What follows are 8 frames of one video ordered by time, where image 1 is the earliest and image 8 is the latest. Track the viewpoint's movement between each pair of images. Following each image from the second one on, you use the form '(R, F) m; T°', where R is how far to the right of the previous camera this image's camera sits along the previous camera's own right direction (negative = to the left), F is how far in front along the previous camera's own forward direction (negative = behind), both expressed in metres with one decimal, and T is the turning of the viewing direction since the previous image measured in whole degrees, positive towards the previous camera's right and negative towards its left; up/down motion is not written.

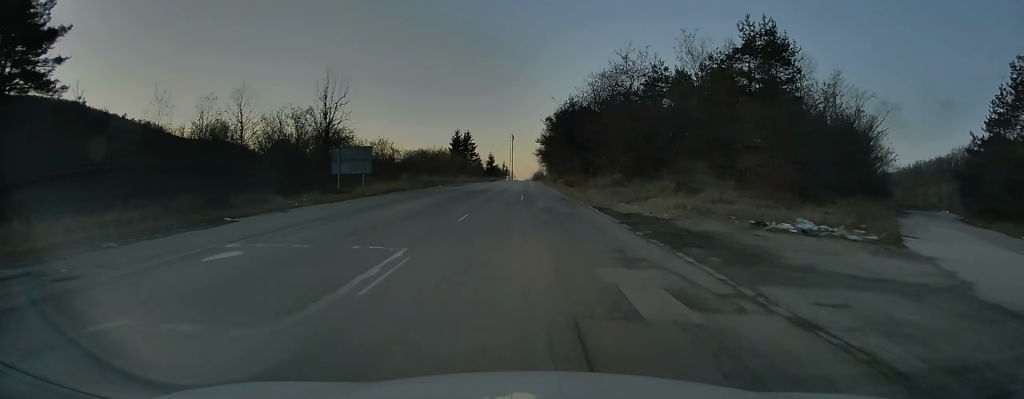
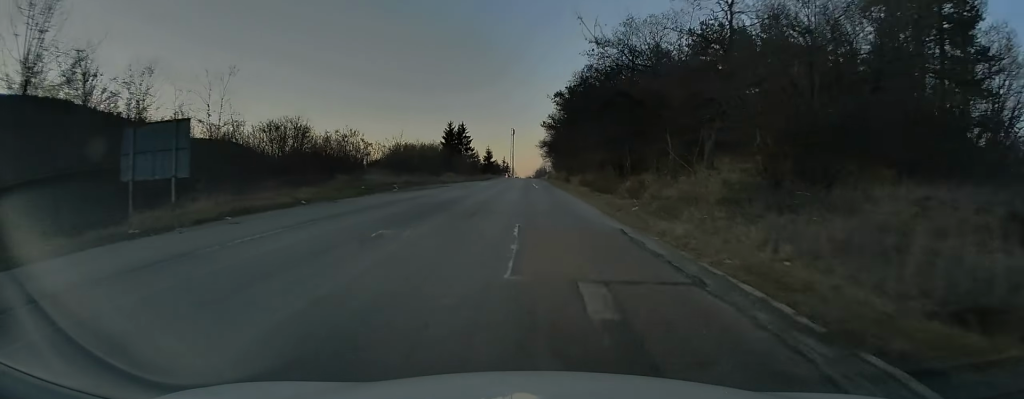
(-0.1, +21.6) m; +1°
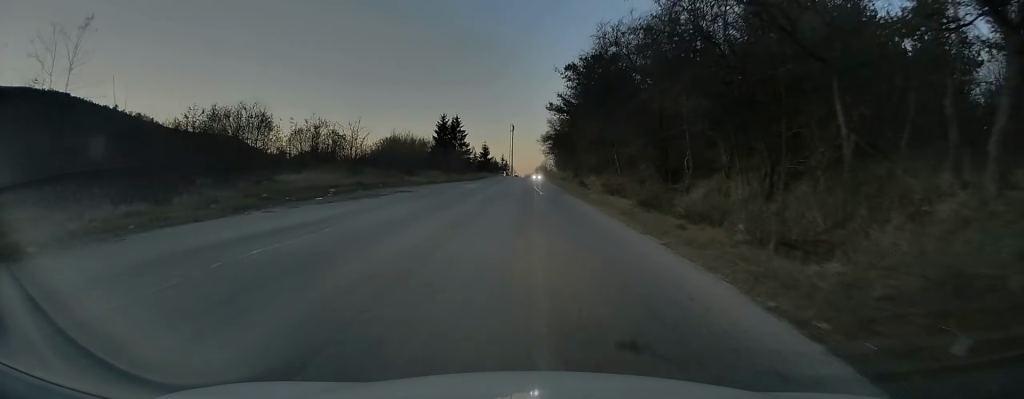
(+0.2, +14.8) m; 0°
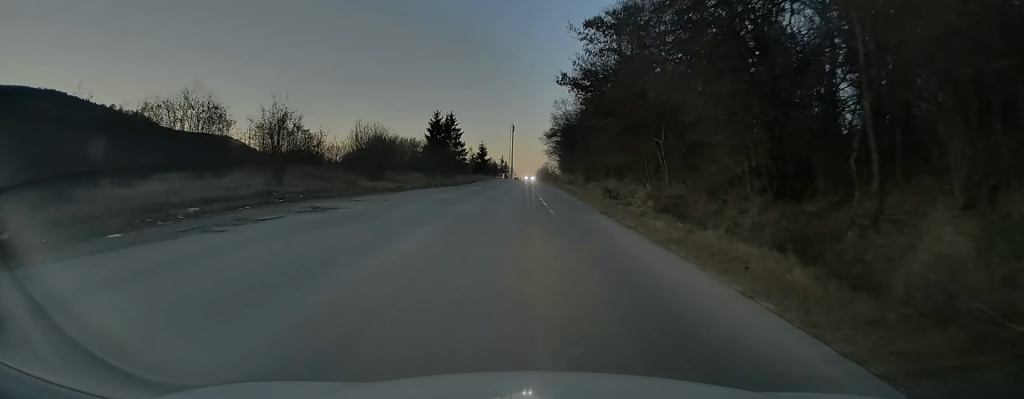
(-0.1, +13.7) m; -1°
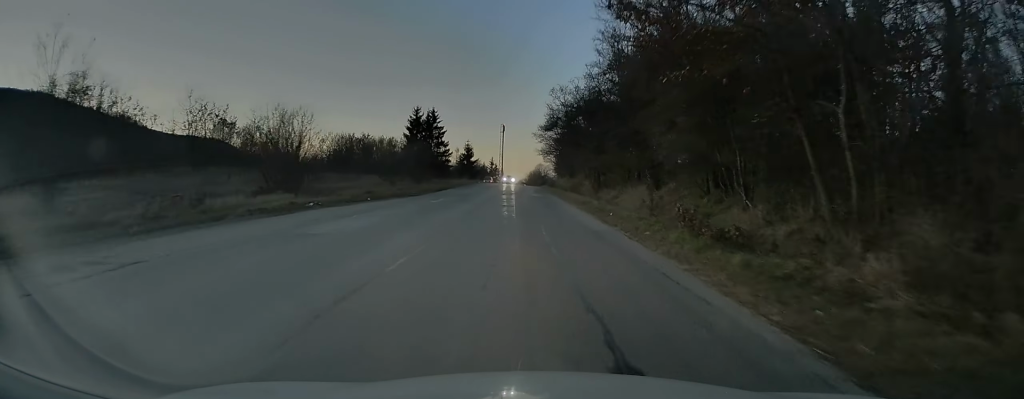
(-0.1, +16.0) m; 0°
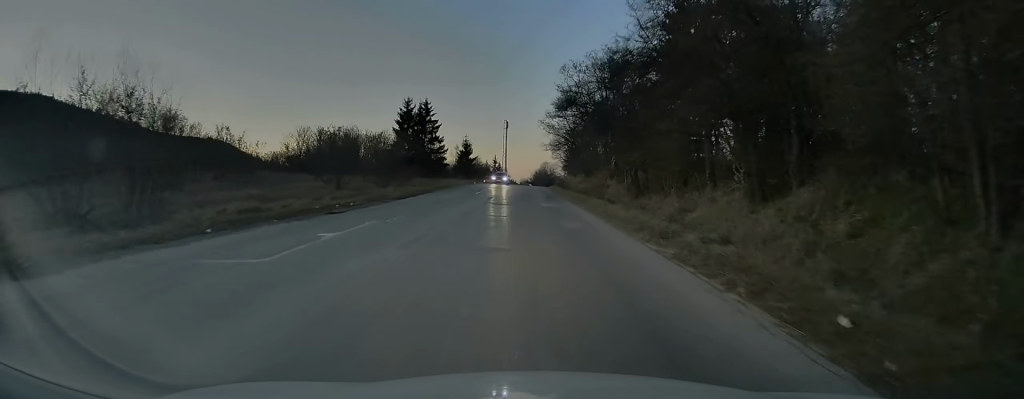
(+0.1, +14.9) m; 0°
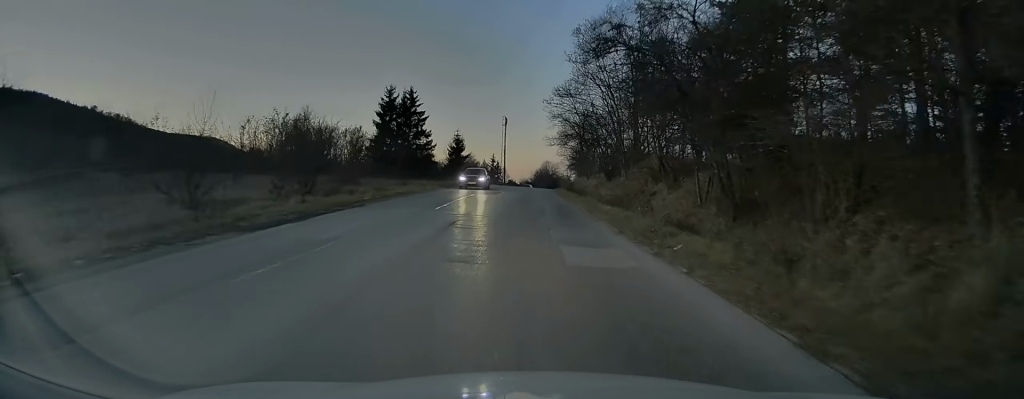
(+0.1, +15.6) m; 0°
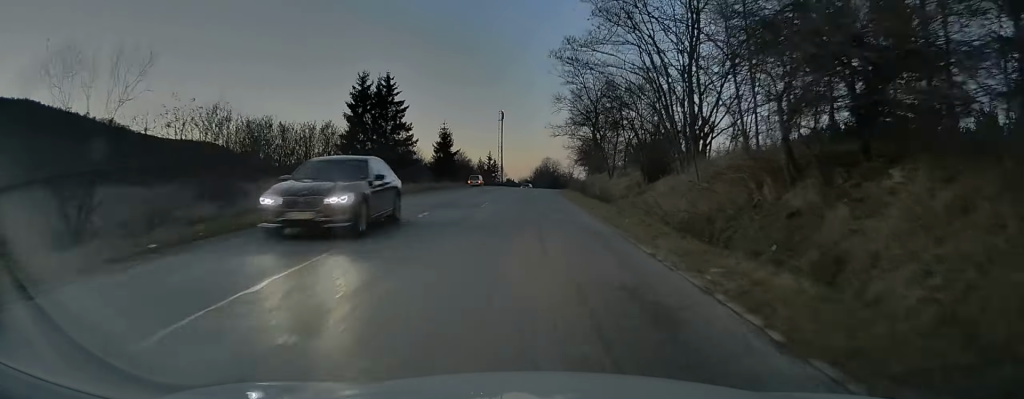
(0.0, +15.6) m; 0°
